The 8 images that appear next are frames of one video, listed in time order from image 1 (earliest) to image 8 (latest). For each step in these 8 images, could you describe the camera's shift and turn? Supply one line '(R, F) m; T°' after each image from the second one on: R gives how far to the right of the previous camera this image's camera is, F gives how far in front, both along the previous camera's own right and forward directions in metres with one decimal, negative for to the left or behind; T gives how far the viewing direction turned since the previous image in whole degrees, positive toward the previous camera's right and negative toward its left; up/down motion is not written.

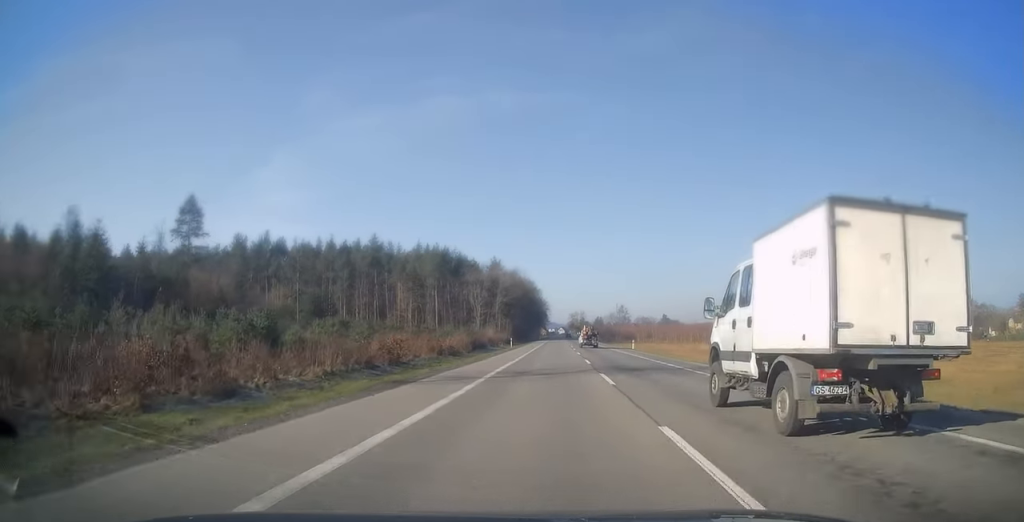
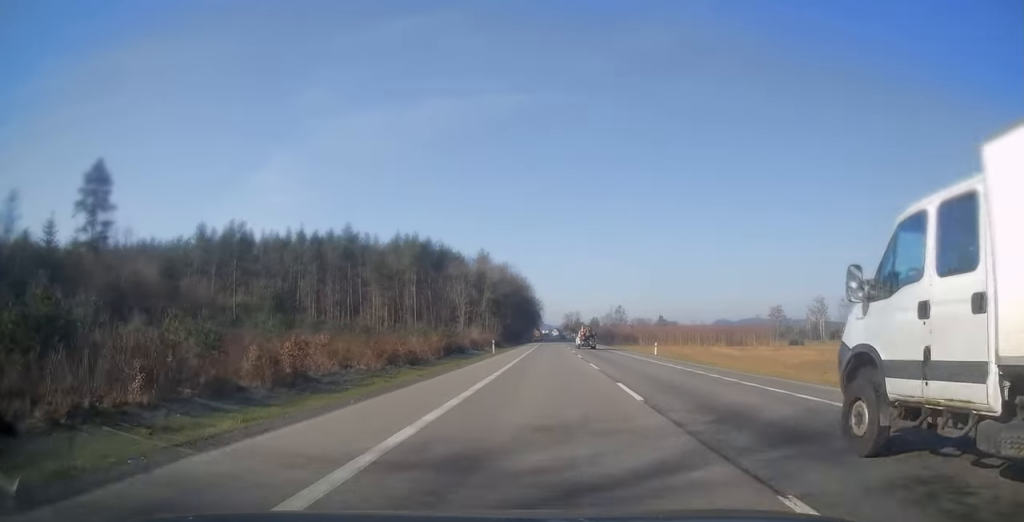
(0.0, +15.9) m; 0°
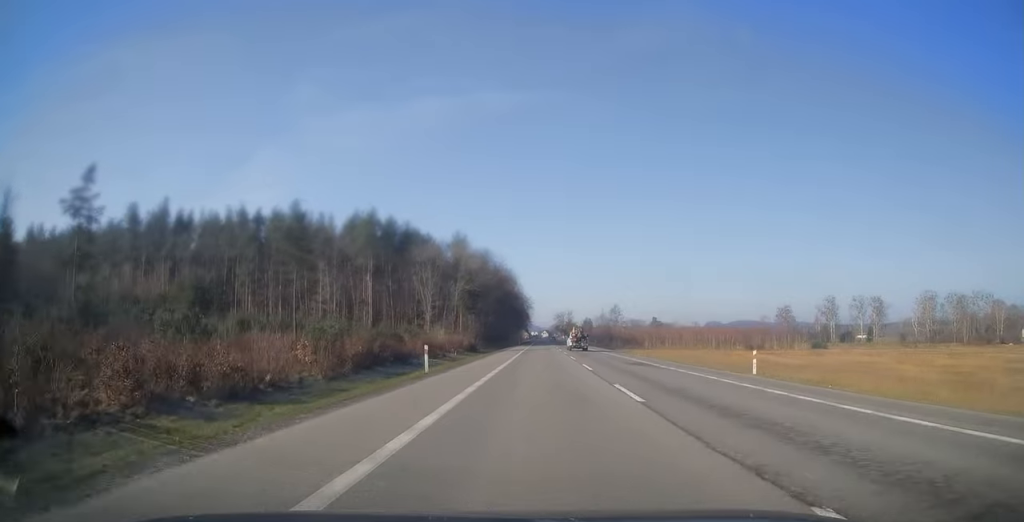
(0.0, +24.5) m; 0°
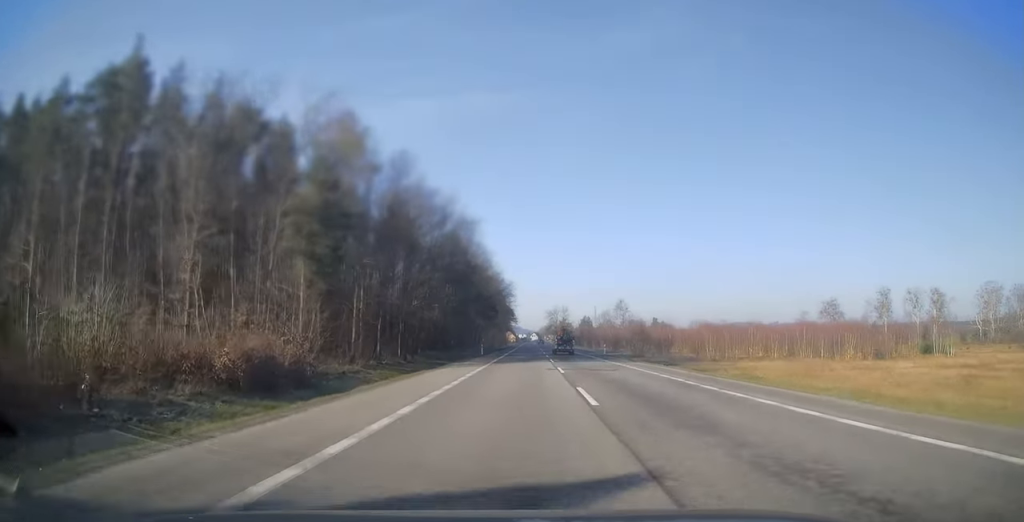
(+0.6, +59.6) m; +1°
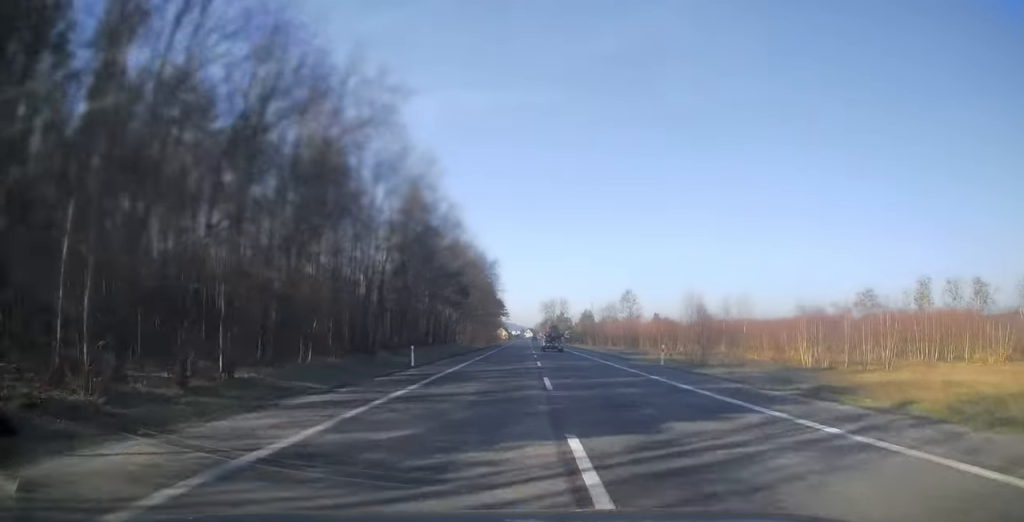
(+0.2, +31.7) m; +1°
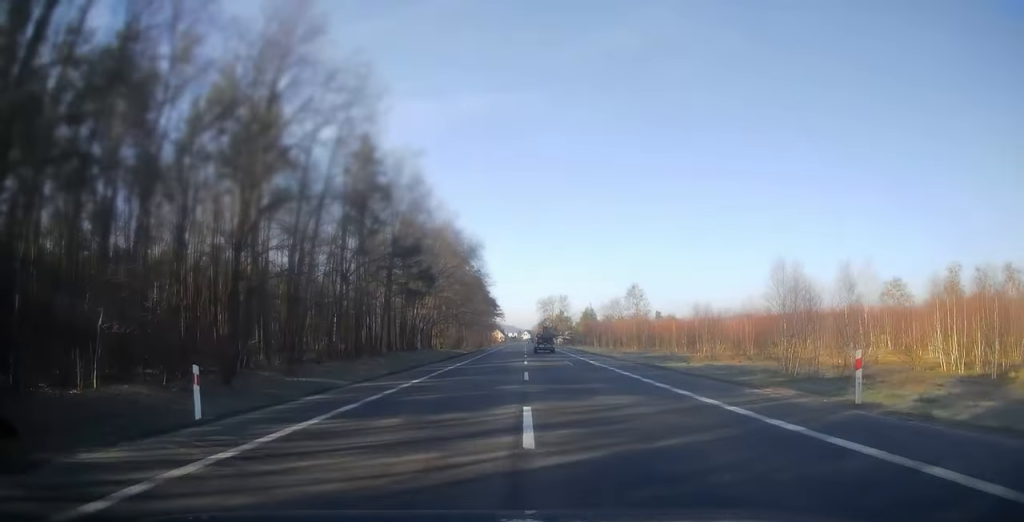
(0.0, +19.8) m; 0°
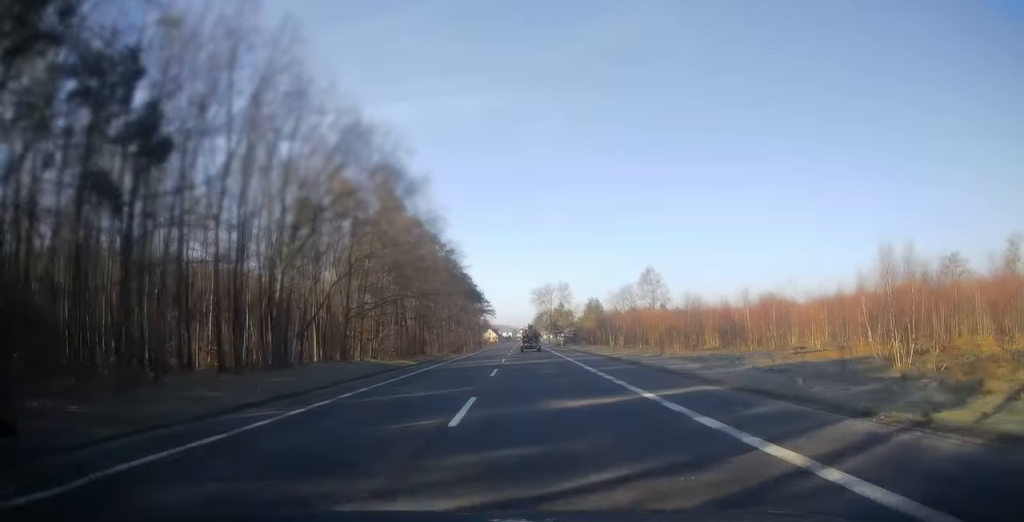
(-0.2, +33.7) m; 0°
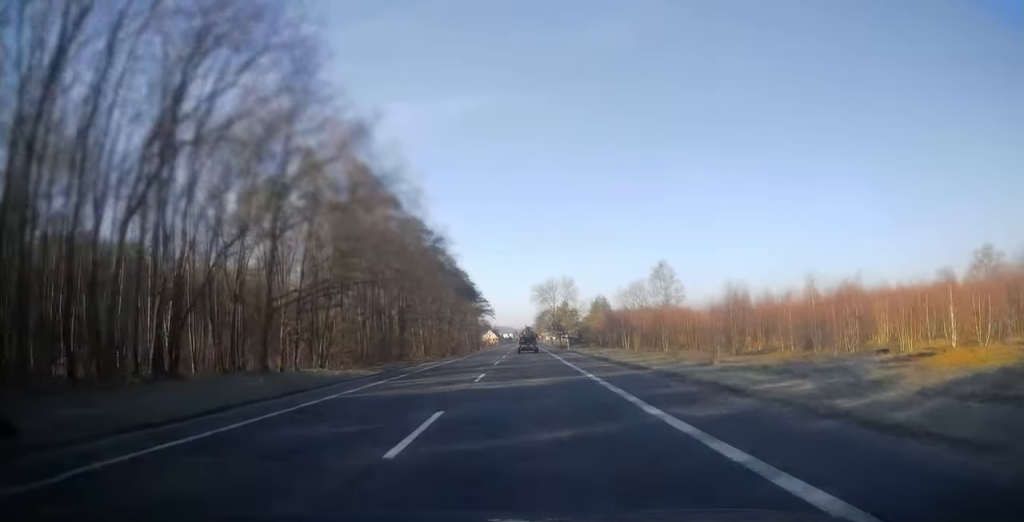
(+0.2, +13.8) m; 0°
